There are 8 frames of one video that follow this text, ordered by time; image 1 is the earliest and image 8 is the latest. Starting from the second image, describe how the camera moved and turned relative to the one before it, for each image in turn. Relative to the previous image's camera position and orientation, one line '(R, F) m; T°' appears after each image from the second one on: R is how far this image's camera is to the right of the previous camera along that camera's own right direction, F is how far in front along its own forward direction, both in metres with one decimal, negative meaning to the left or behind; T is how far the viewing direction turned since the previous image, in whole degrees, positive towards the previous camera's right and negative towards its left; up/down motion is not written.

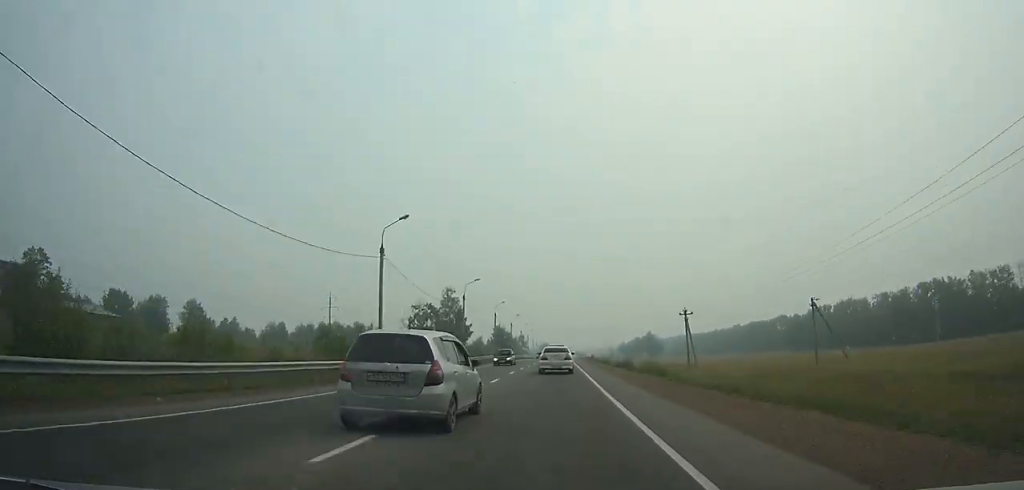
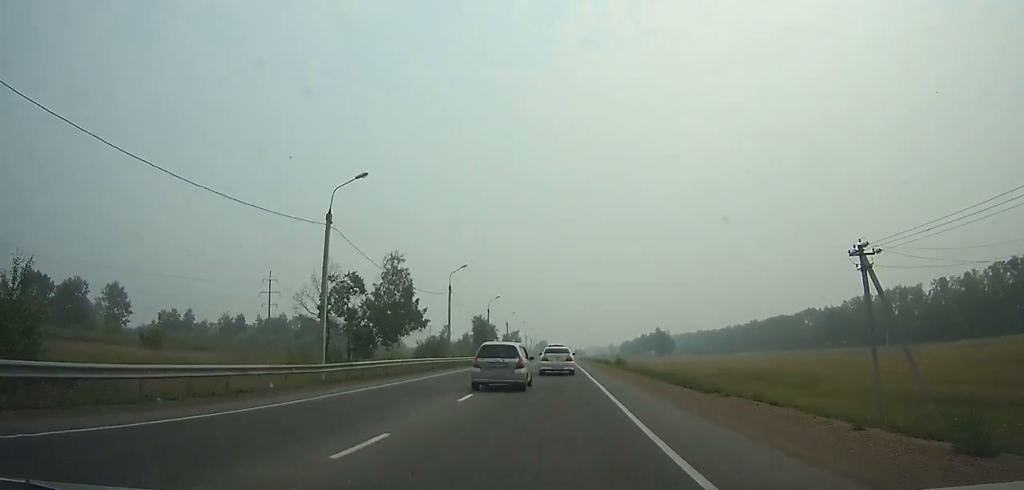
(0.0, +39.9) m; 0°
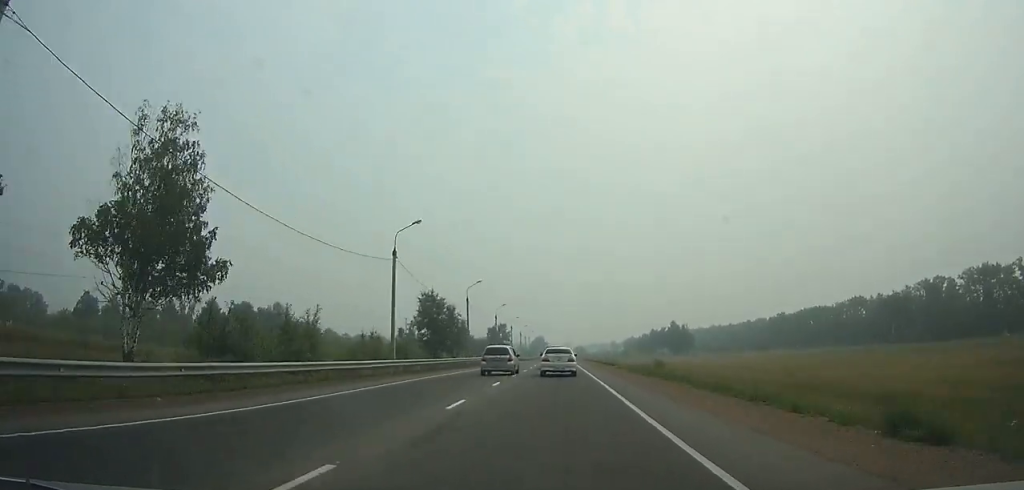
(0.0, +49.5) m; 0°
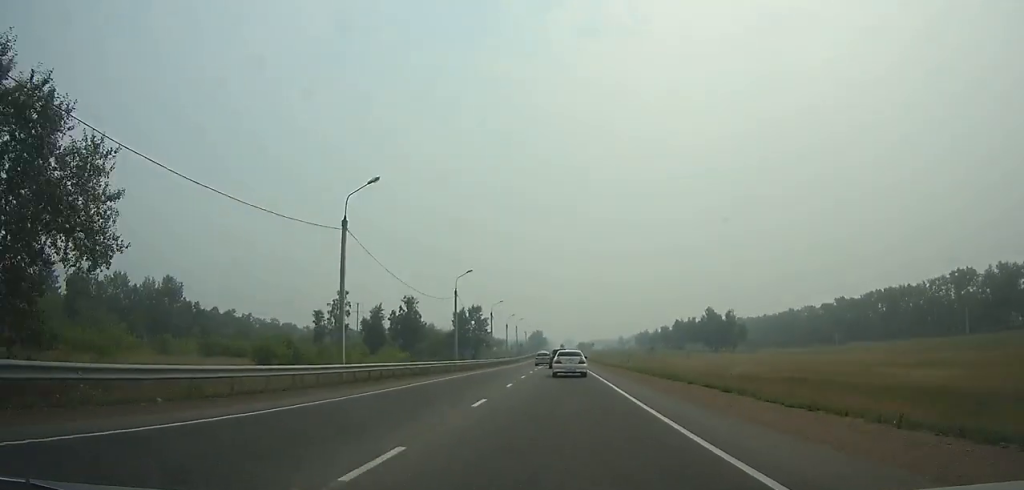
(0.0, +73.4) m; 0°
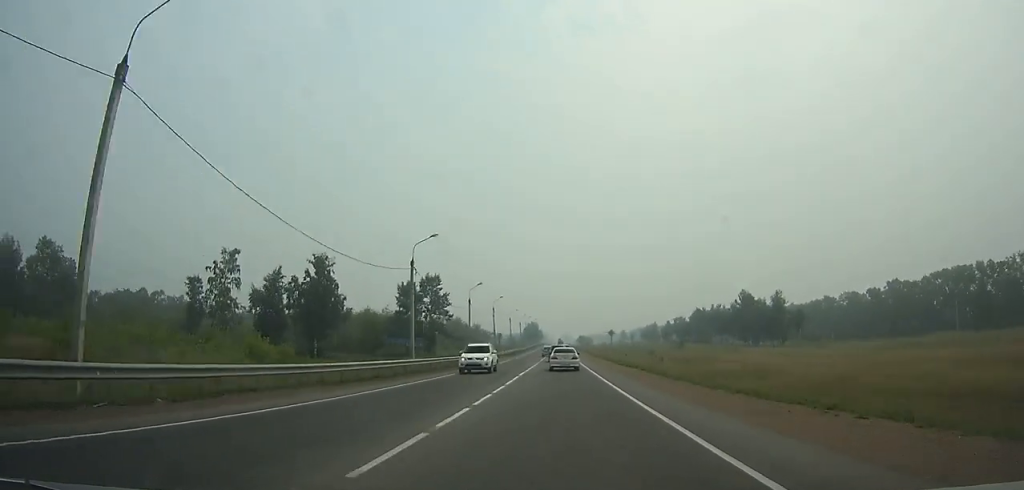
(+0.1, +48.7) m; 0°
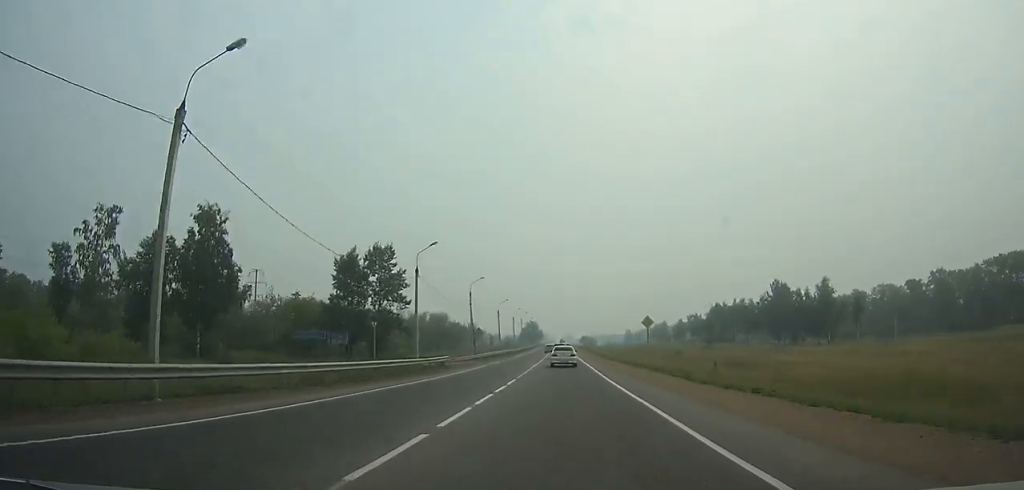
(0.0, +29.1) m; 0°
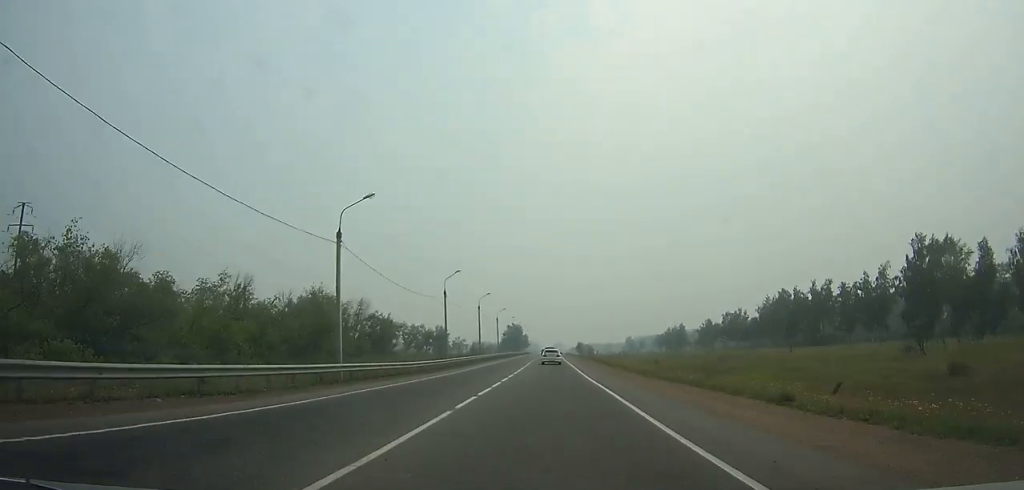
(0.0, +75.7) m; 0°
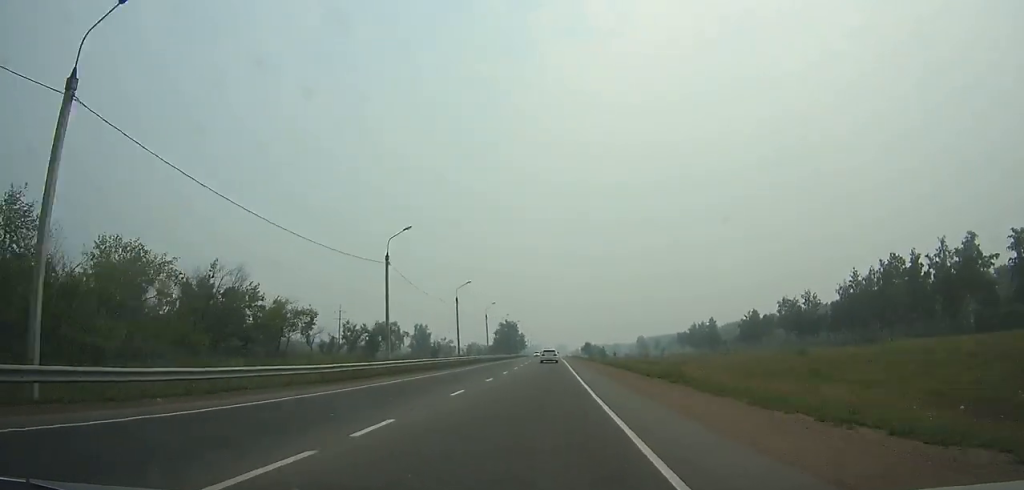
(0.0, +48.5) m; 0°
